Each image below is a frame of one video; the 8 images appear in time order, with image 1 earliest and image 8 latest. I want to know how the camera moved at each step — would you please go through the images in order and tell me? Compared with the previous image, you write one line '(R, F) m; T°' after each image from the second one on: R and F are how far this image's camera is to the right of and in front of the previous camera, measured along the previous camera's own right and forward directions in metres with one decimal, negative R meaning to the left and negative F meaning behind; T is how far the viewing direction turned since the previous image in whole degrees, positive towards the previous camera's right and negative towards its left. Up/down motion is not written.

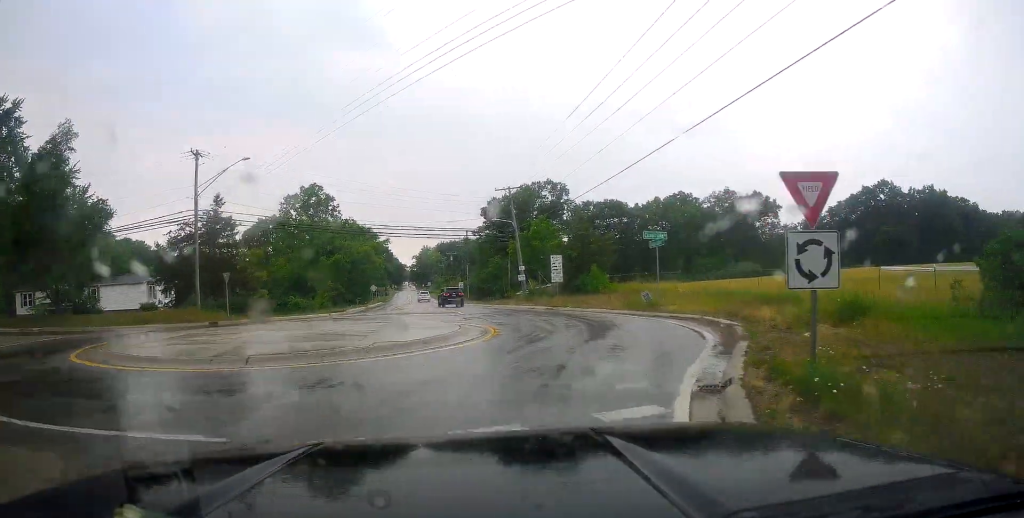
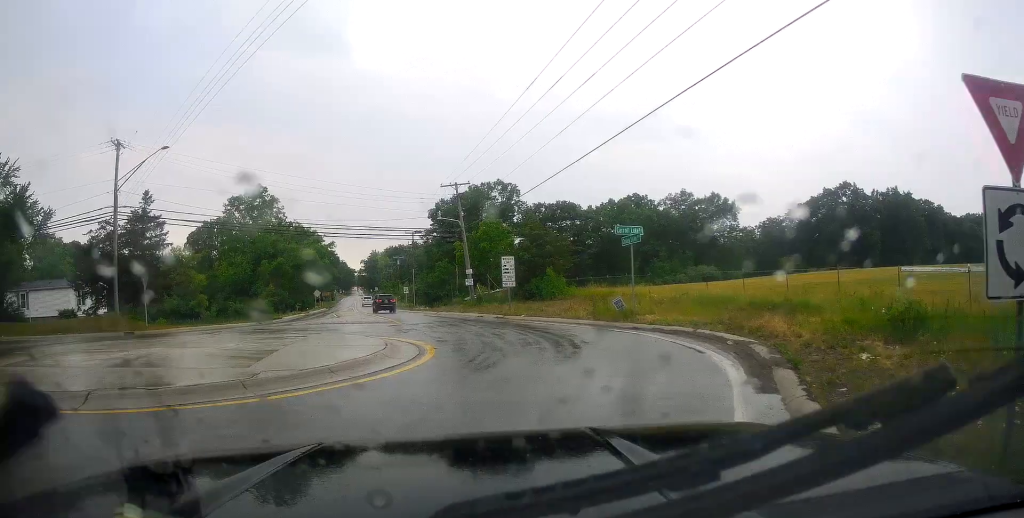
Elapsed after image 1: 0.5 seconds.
(+0.5, +4.3) m; +7°
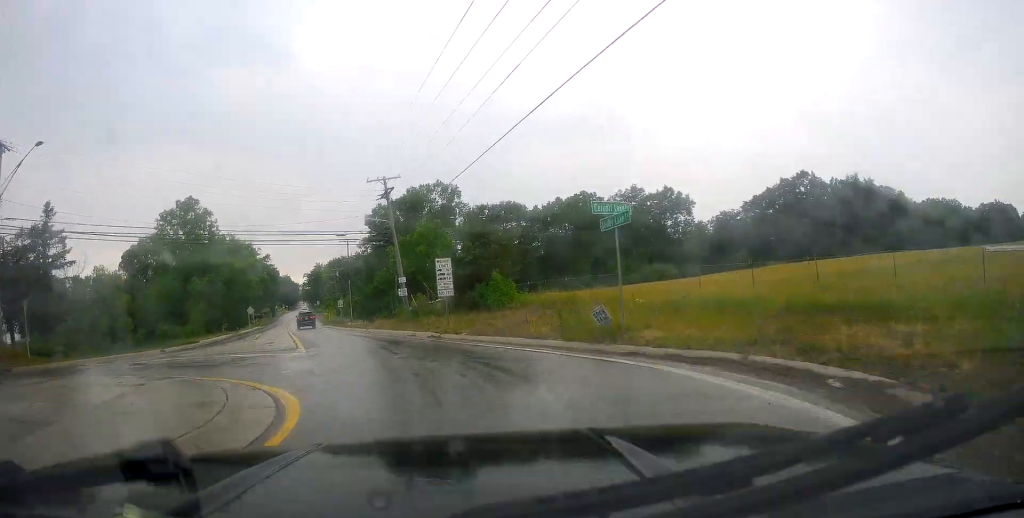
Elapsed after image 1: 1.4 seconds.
(+0.6, +6.5) m; +8°
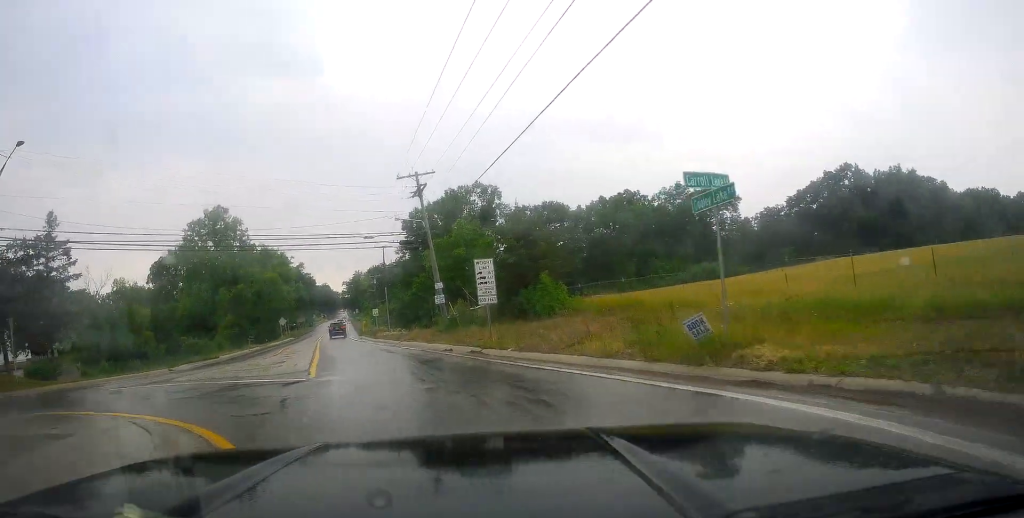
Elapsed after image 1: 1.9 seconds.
(+0.3, +4.0) m; +3°
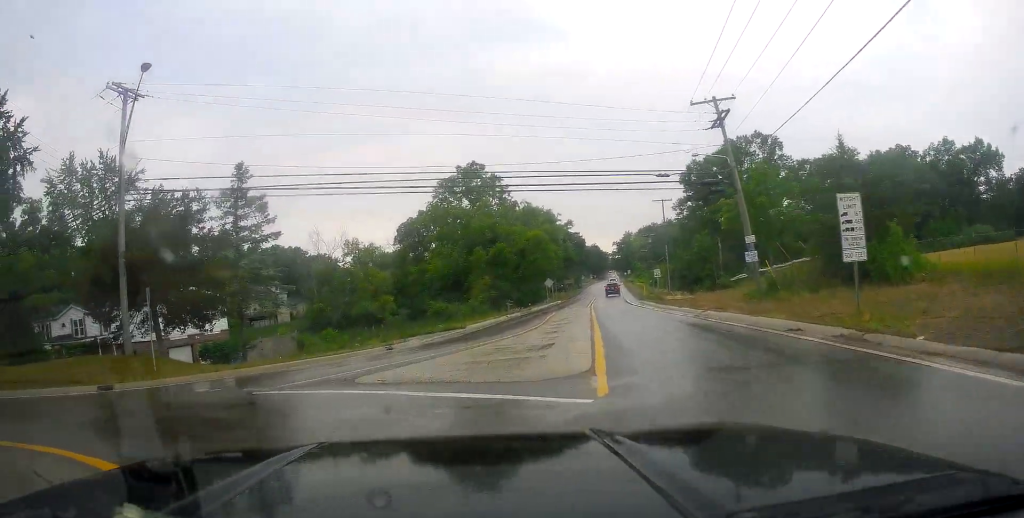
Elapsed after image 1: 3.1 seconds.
(-0.2, +8.0) m; -21°
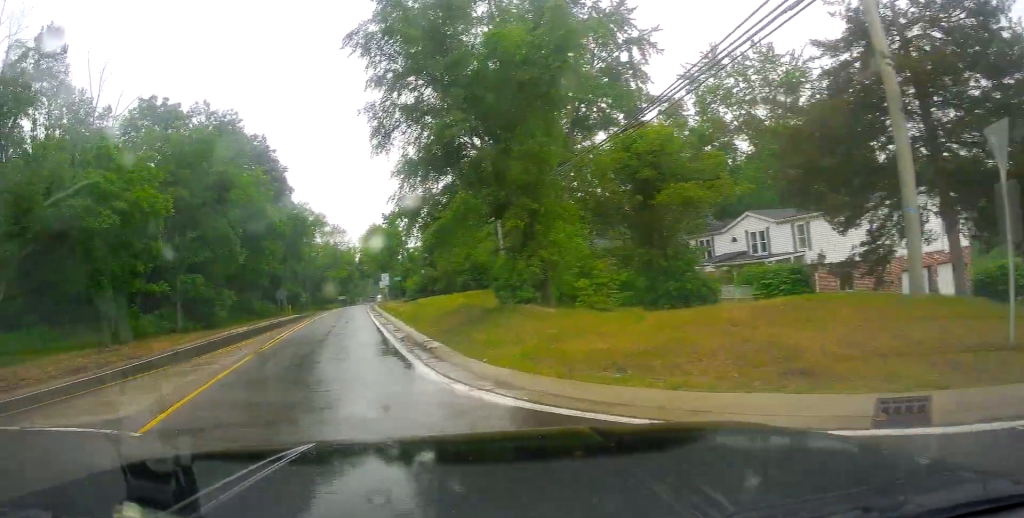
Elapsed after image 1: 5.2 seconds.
(-8.4, +8.1) m; -80°
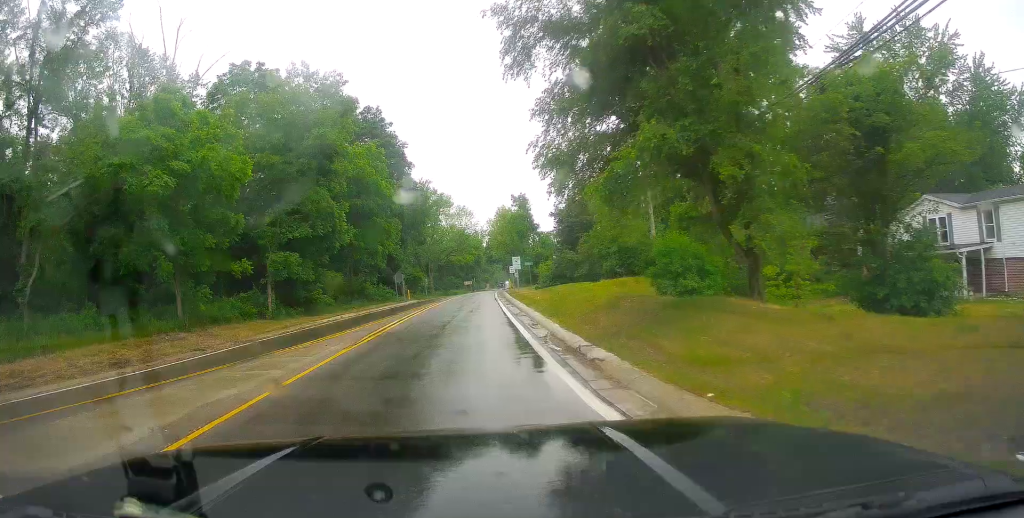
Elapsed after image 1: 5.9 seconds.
(-0.7, +5.0) m; -14°
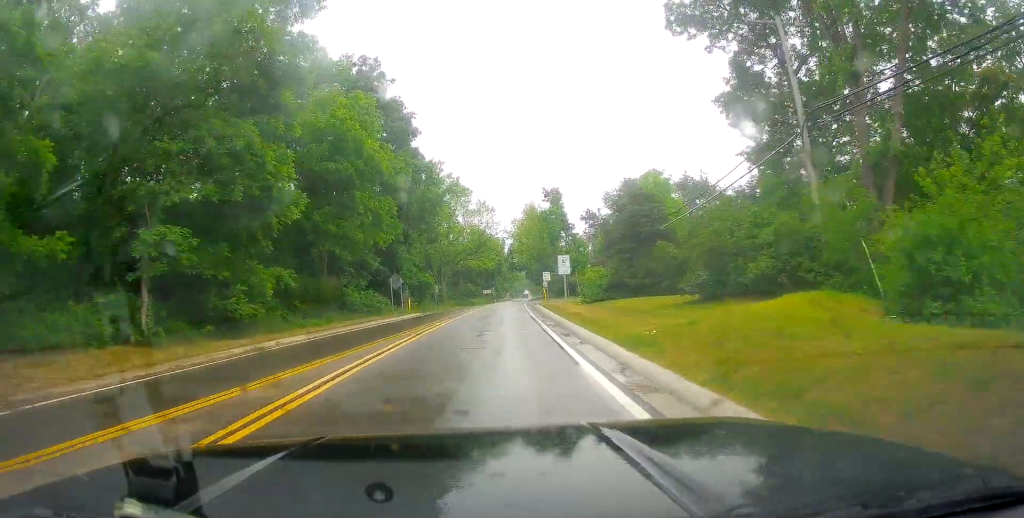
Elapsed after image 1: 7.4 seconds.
(-1.5, +14.3) m; -3°
